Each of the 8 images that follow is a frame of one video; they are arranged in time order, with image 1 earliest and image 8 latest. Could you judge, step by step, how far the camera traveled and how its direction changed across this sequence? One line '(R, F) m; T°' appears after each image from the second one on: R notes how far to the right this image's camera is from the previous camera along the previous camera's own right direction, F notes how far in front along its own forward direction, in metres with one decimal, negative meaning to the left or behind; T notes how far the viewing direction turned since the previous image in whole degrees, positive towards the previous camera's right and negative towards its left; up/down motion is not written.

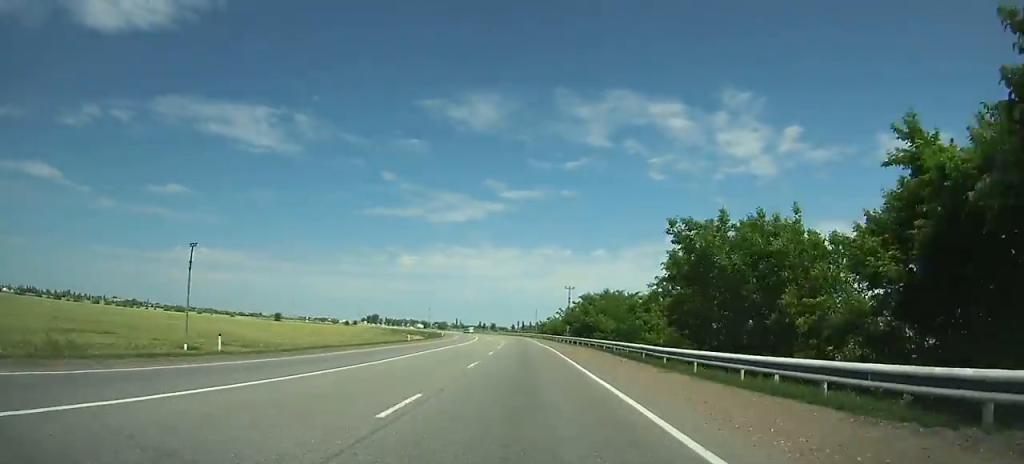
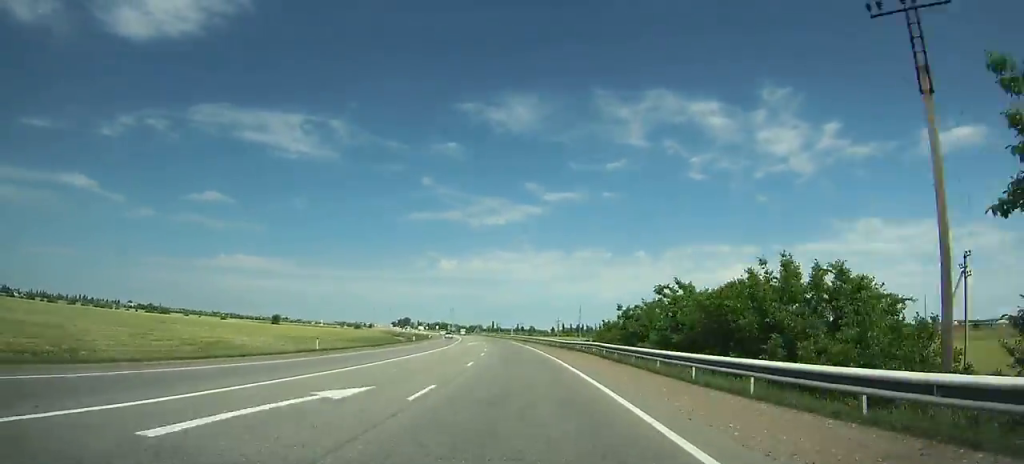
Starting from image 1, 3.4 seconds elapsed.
(-3.4, +82.0) m; -5°
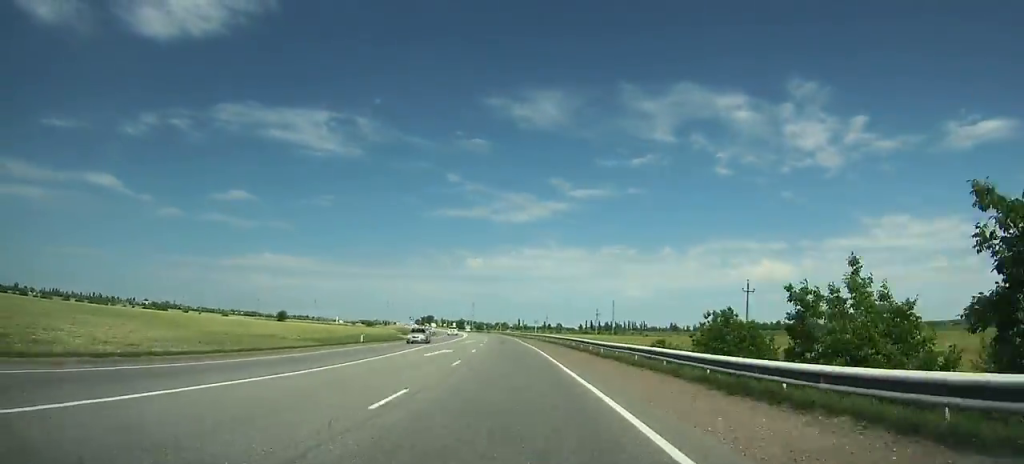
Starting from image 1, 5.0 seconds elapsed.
(+0.2, +39.5) m; -2°
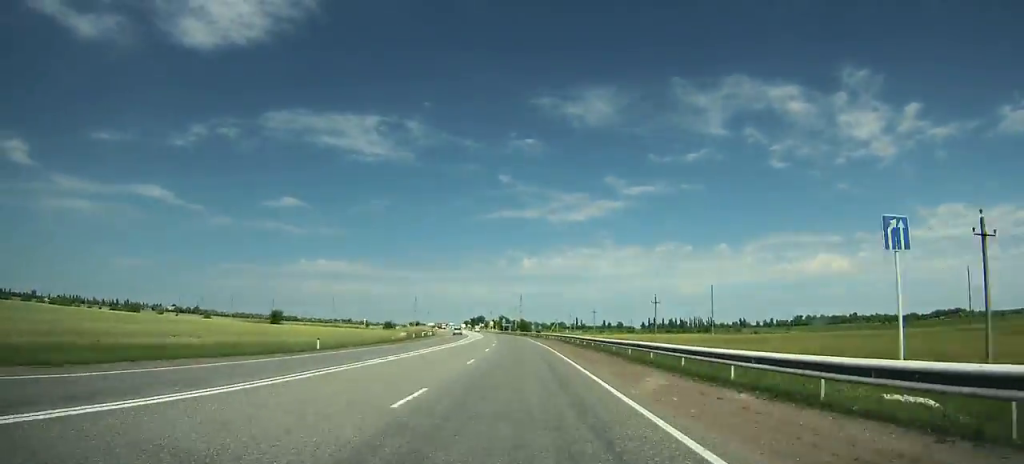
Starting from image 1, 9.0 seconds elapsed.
(-6.3, +102.7) m; -6°
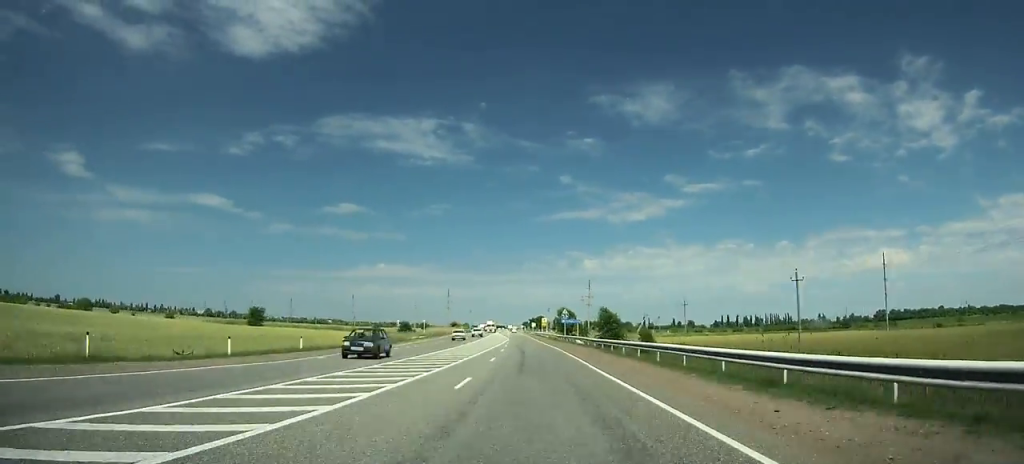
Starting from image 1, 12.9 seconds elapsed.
(-4.2, +98.8) m; -5°
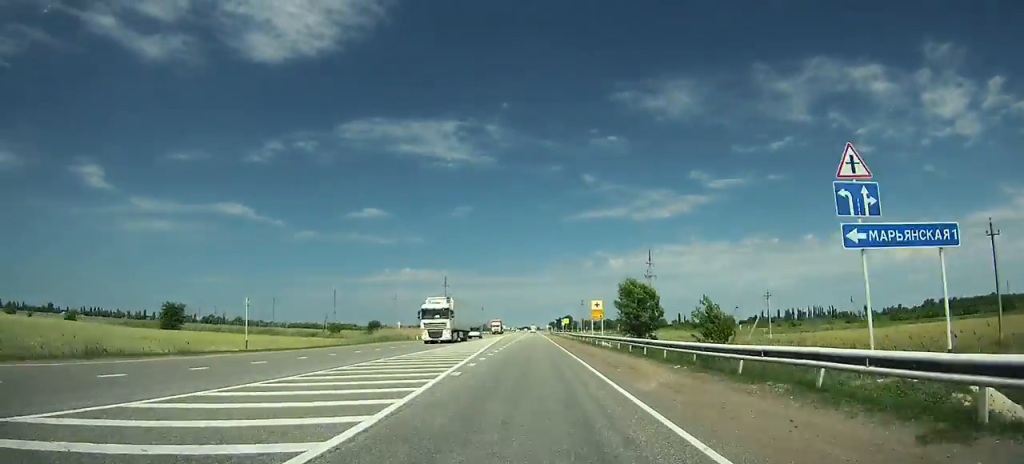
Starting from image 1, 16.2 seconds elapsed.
(-2.3, +77.4) m; -2°
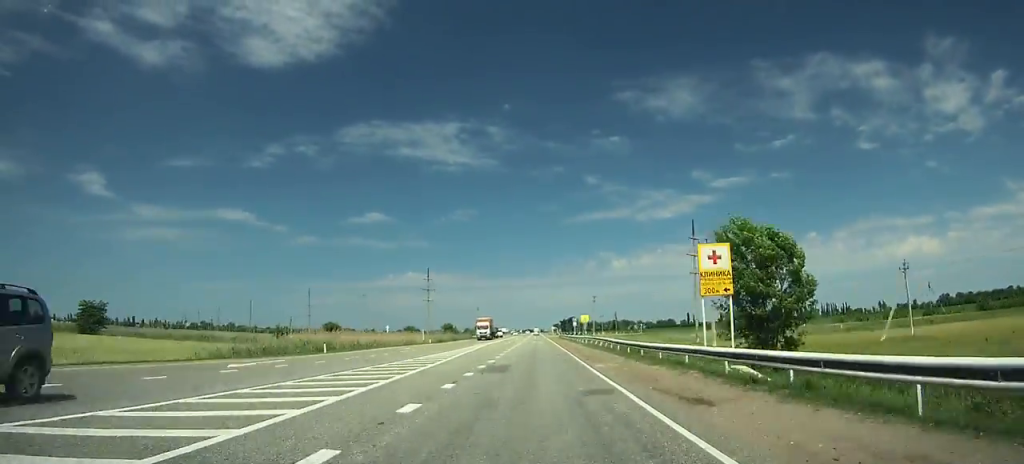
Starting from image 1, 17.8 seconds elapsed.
(-0.2, +35.8) m; -1°
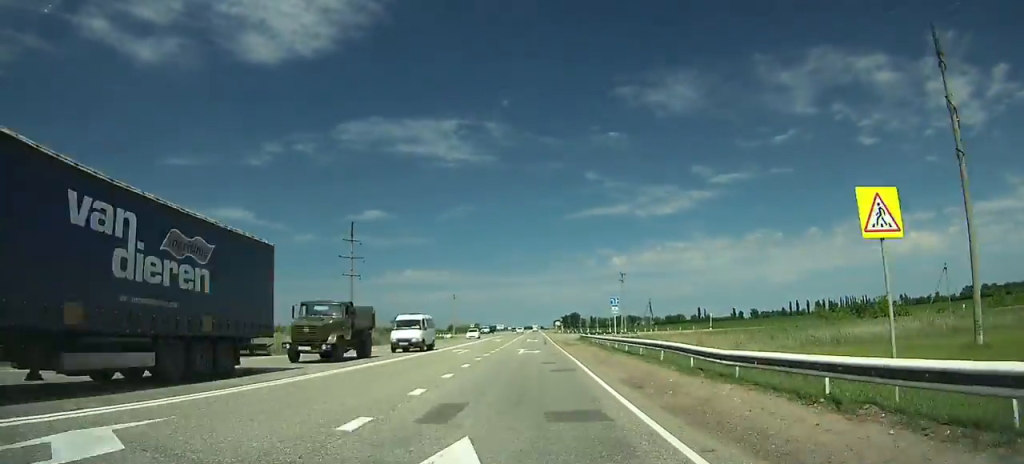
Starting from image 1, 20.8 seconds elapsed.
(-0.1, +66.3) m; 0°
